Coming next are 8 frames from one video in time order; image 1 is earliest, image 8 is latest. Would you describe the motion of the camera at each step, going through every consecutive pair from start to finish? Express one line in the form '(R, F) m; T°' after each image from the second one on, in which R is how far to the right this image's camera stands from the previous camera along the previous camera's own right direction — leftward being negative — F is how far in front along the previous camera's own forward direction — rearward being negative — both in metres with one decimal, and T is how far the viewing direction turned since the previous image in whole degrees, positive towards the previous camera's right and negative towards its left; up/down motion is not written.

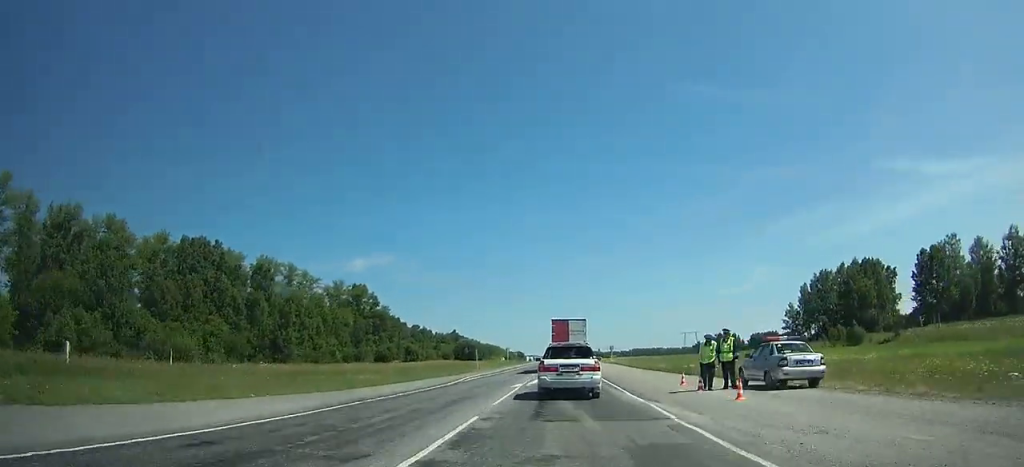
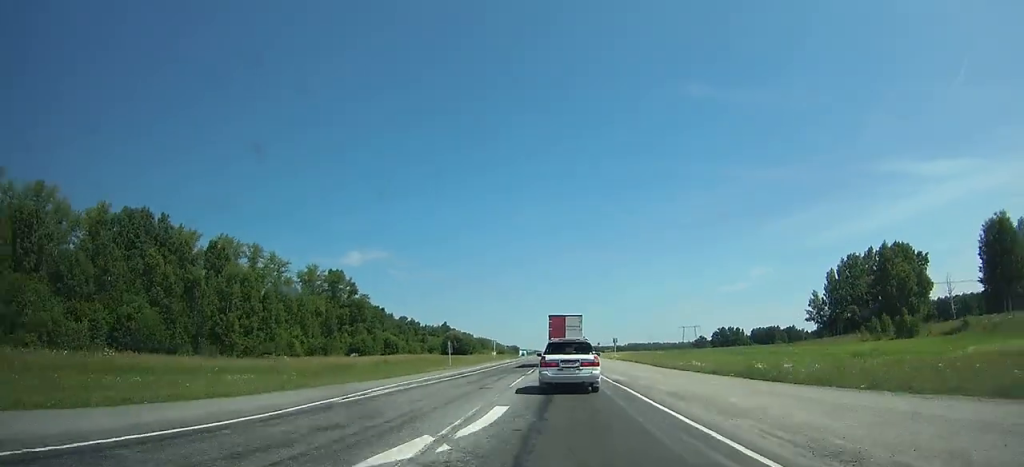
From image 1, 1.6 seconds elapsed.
(0.0, +18.1) m; 0°
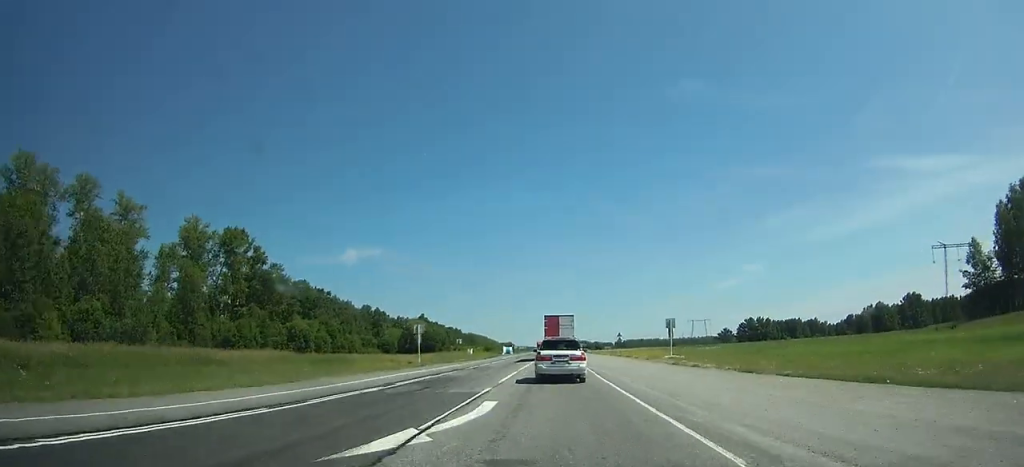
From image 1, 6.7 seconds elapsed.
(+0.2, +60.7) m; 0°
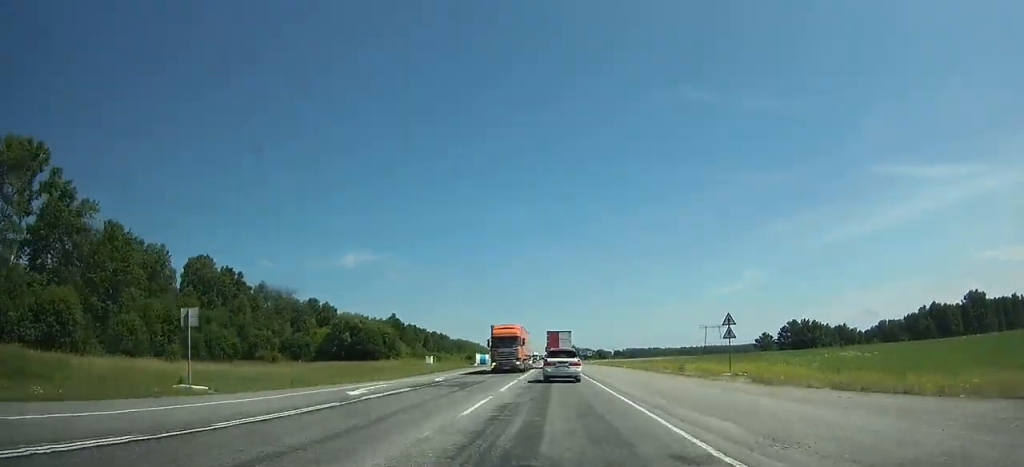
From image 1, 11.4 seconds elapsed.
(0.0, +61.3) m; 0°
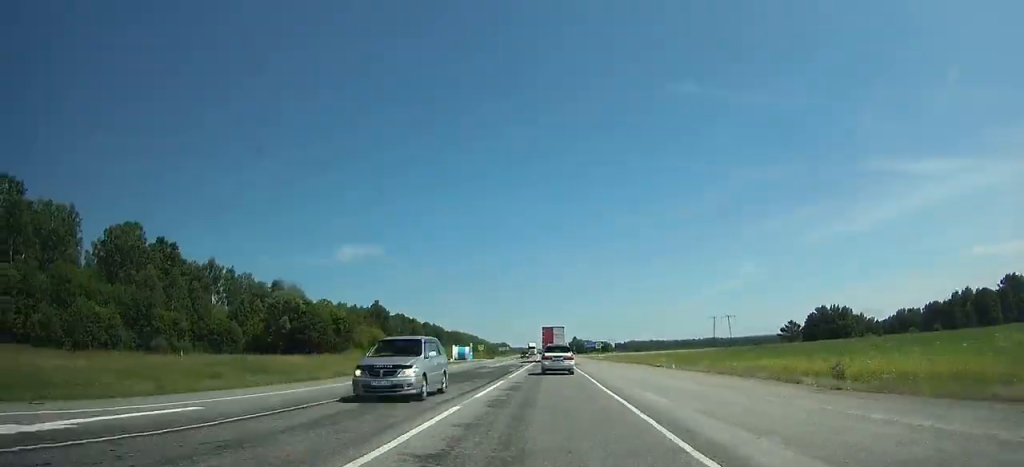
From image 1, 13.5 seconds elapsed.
(+0.1, +29.2) m; 0°
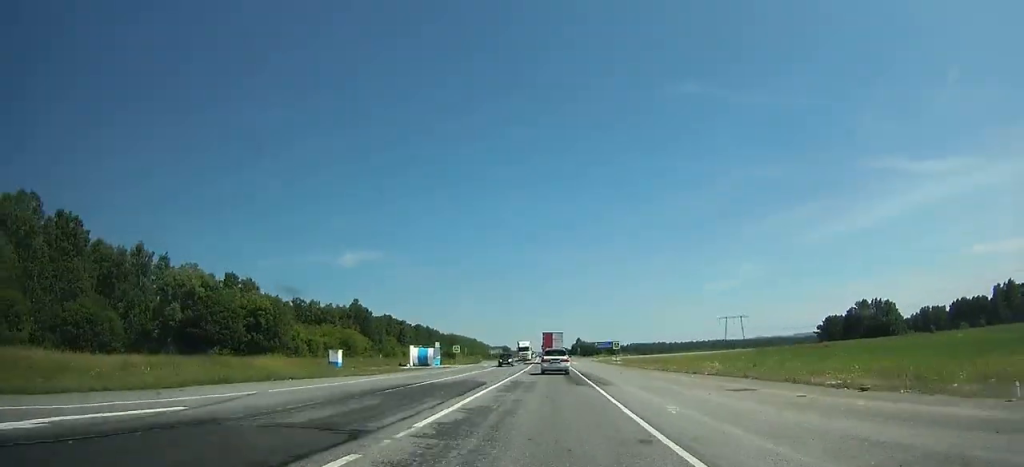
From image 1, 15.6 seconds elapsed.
(0.0, +30.5) m; 0°
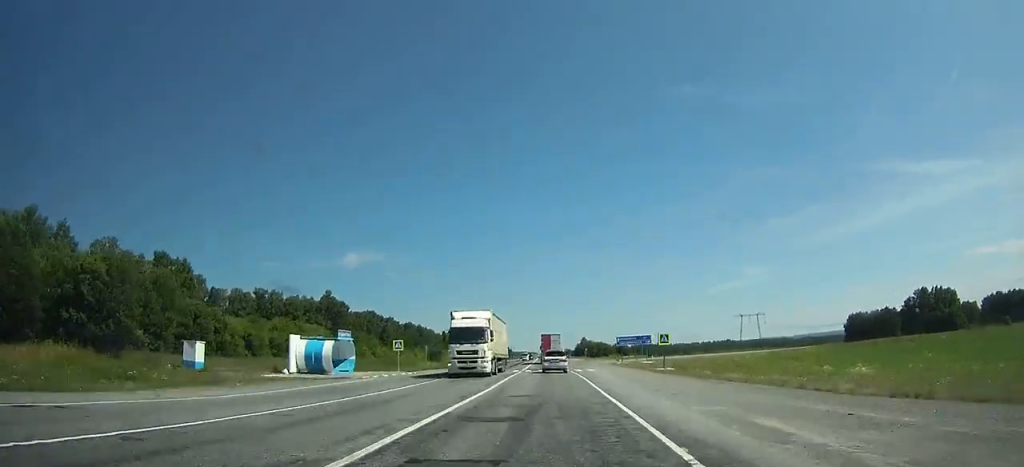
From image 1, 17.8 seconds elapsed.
(-0.1, +34.1) m; 0°
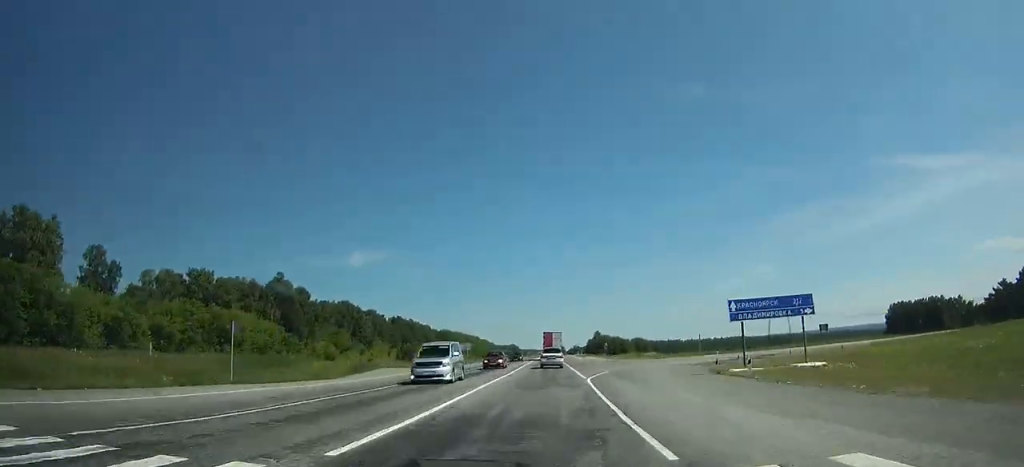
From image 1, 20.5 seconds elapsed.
(-0.2, +44.1) m; -1°
